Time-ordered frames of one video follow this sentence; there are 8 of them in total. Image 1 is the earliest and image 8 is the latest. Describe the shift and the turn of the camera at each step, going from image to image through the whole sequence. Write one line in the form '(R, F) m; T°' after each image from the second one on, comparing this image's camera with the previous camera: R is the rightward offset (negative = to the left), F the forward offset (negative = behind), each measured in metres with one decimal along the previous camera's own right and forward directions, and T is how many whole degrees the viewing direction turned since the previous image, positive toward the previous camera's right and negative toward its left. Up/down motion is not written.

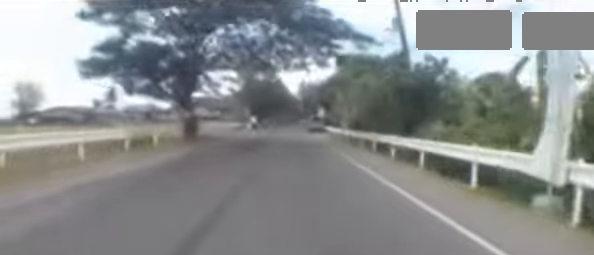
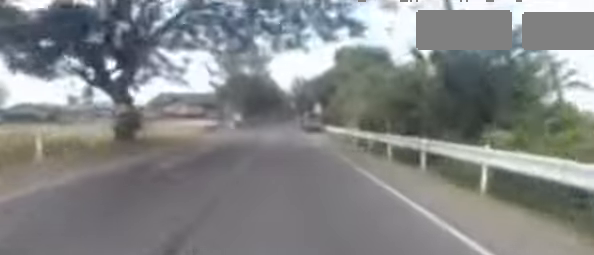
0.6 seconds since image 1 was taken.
(+0.2, +6.4) m; 0°
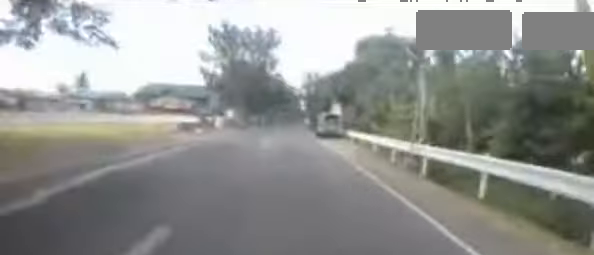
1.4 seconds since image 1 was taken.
(+0.1, +8.7) m; -1°
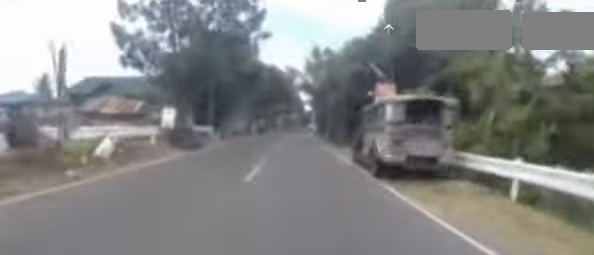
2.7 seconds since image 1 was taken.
(-0.5, +14.3) m; -2°
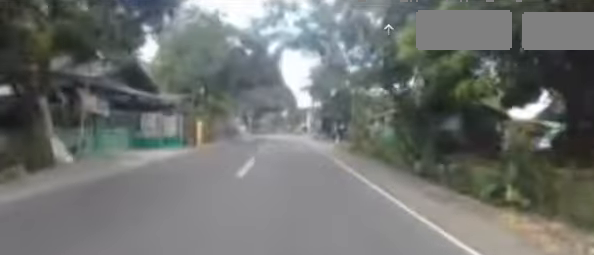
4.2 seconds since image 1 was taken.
(0.0, +17.9) m; 0°
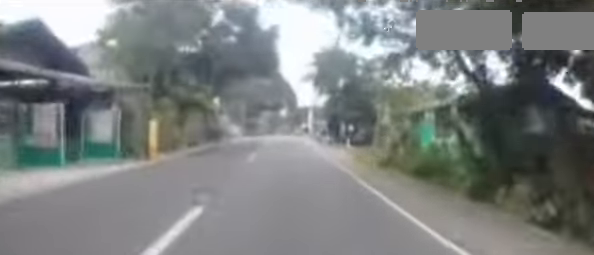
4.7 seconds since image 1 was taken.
(0.0, +5.8) m; 0°
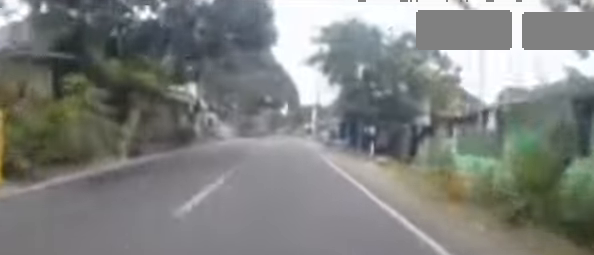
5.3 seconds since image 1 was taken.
(0.0, +6.8) m; 0°
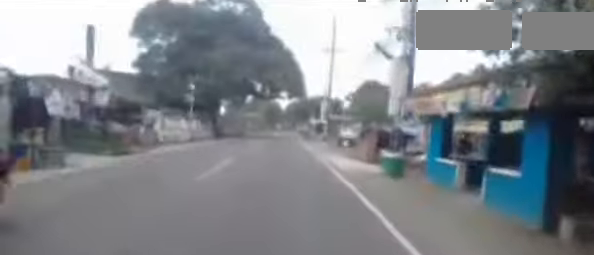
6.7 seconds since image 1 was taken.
(0.0, +15.7) m; 0°
